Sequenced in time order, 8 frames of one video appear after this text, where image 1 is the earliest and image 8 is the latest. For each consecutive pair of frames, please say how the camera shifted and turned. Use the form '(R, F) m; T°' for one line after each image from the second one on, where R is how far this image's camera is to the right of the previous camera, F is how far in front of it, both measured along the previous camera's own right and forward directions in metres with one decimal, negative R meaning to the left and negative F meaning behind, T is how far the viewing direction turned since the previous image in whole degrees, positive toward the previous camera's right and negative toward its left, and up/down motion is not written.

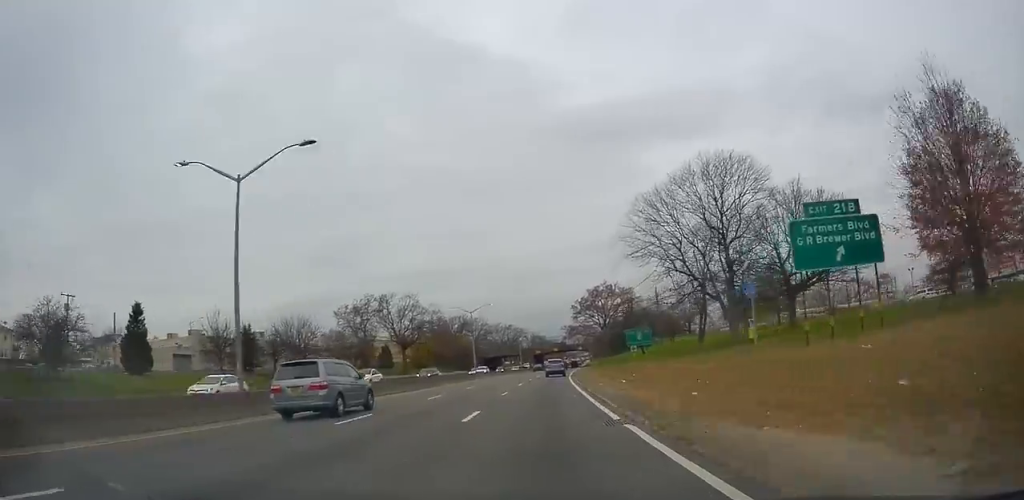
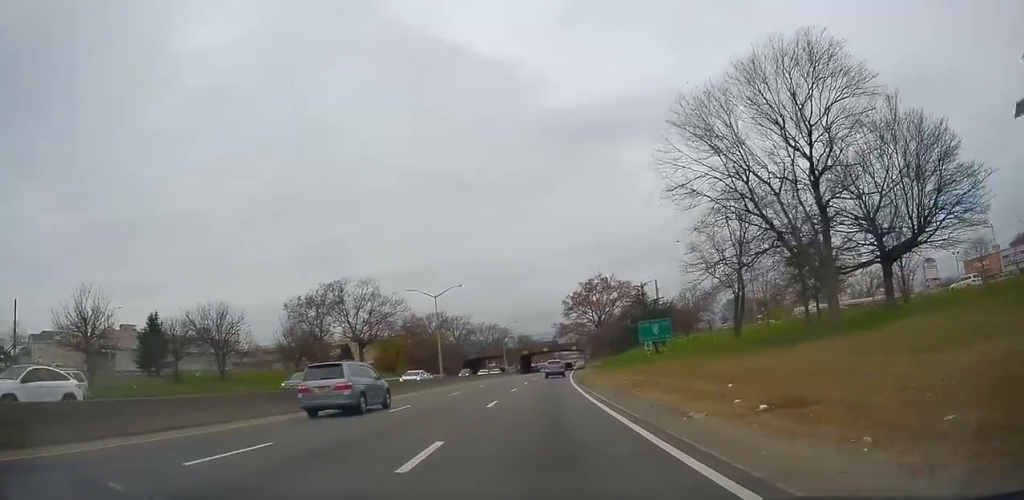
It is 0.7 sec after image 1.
(+0.3, +18.4) m; 0°
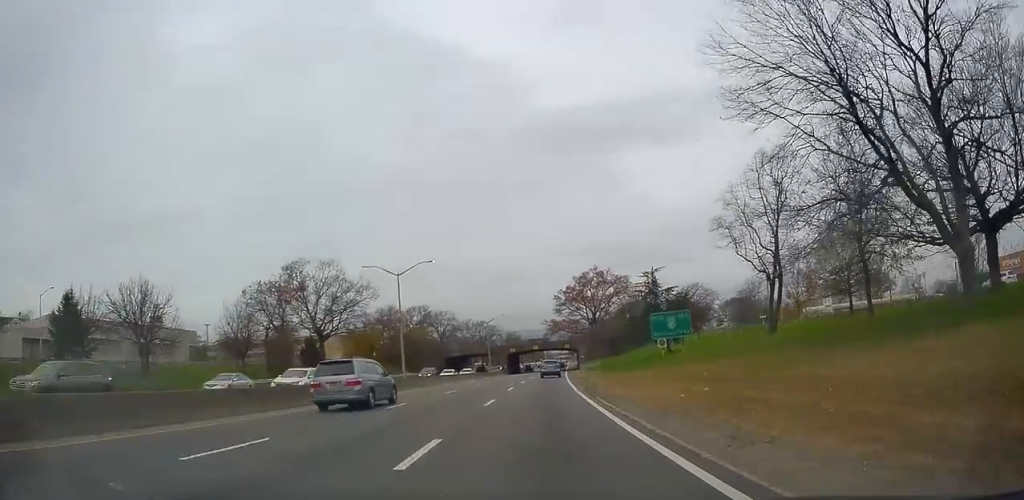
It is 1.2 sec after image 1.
(-0.3, +11.8) m; +1°
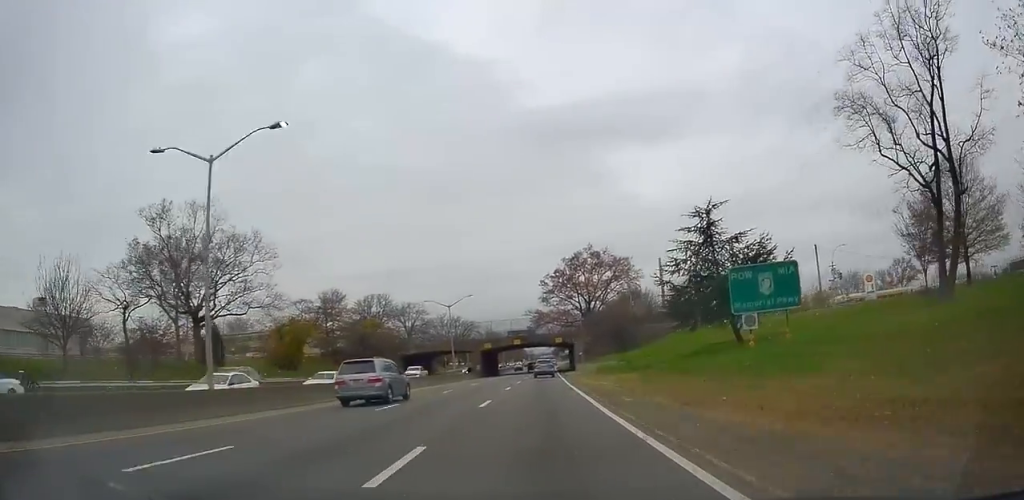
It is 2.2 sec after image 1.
(+0.3, +24.9) m; +2°
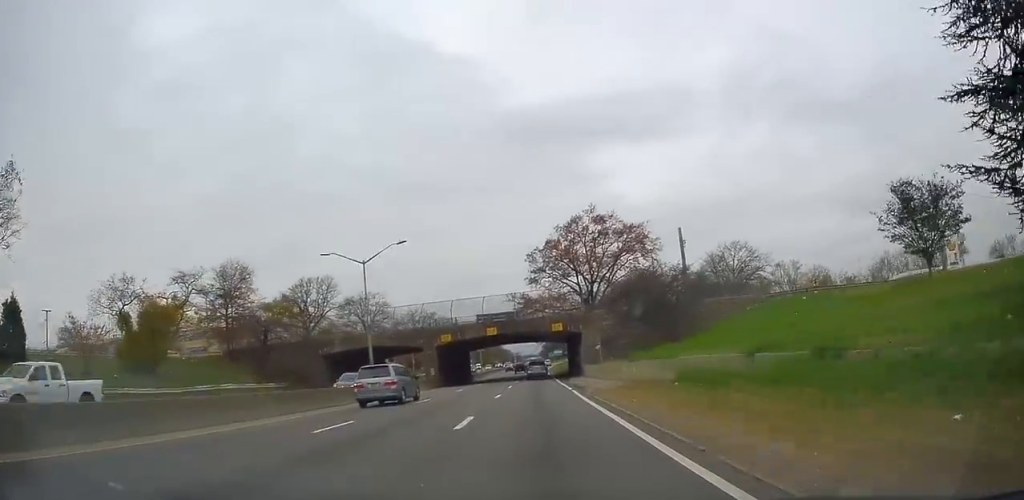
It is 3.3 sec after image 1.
(+0.6, +29.4) m; +2°
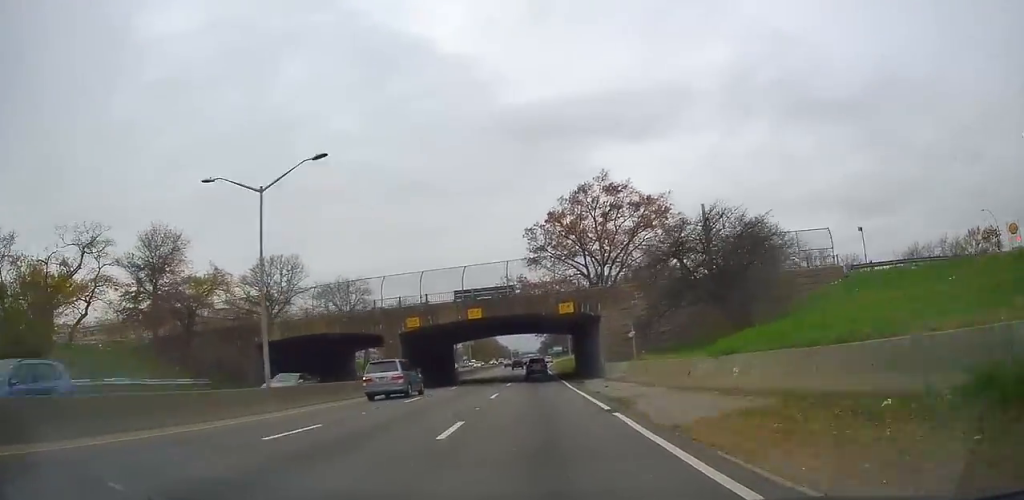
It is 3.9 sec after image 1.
(0.0, +14.6) m; +1°
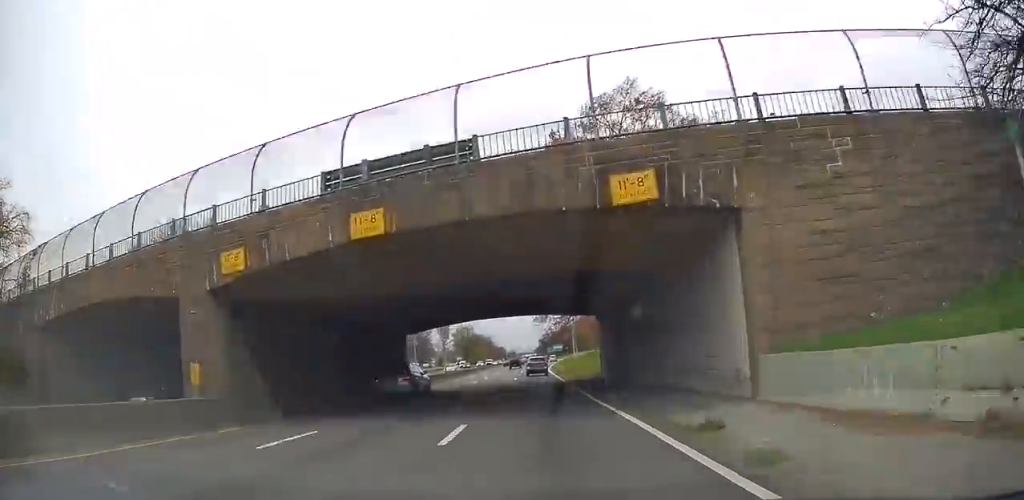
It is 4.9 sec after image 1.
(+0.4, +24.7) m; +1°
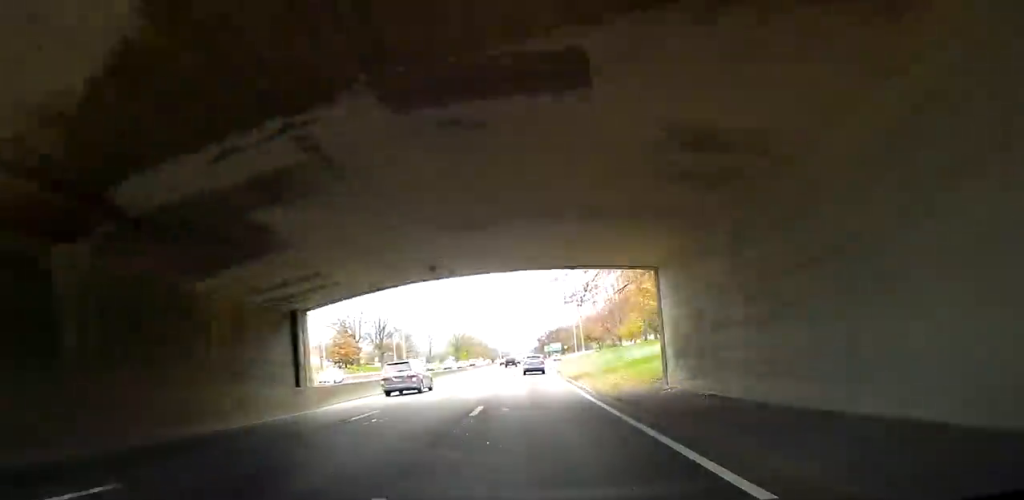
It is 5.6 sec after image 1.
(-0.1, +19.2) m; +1°
